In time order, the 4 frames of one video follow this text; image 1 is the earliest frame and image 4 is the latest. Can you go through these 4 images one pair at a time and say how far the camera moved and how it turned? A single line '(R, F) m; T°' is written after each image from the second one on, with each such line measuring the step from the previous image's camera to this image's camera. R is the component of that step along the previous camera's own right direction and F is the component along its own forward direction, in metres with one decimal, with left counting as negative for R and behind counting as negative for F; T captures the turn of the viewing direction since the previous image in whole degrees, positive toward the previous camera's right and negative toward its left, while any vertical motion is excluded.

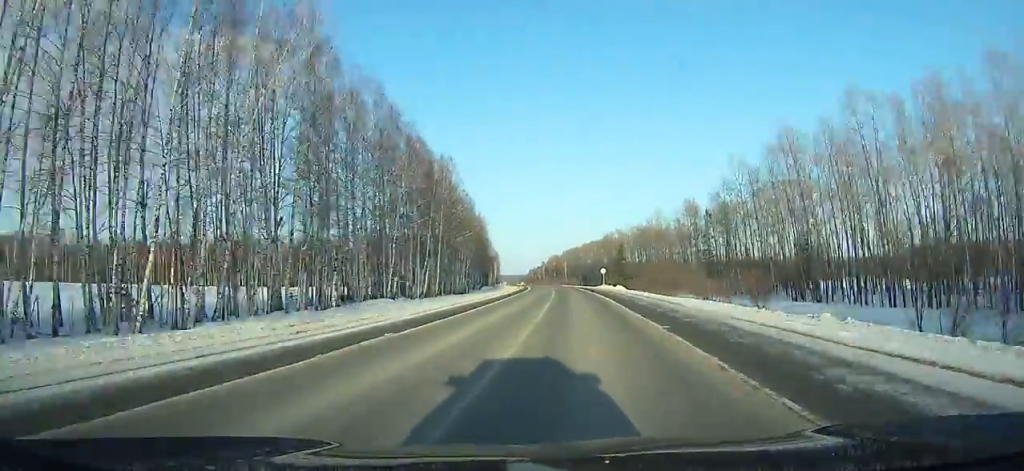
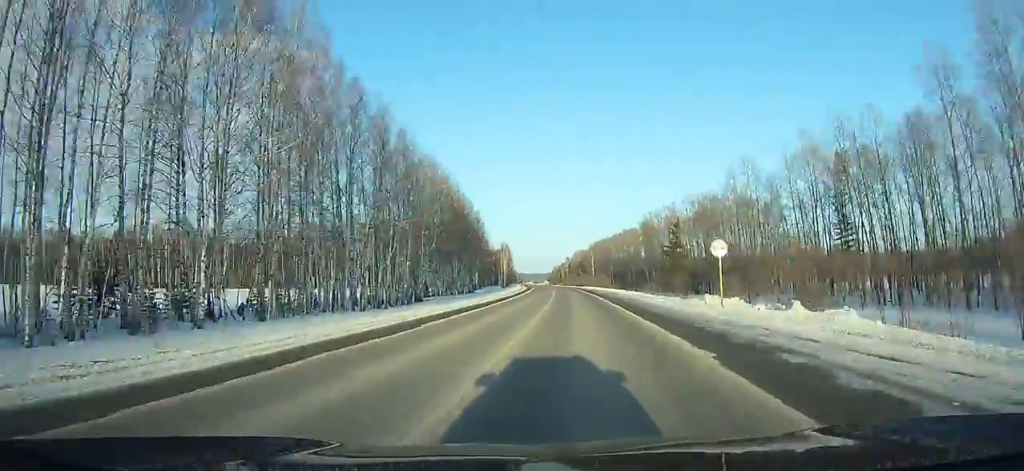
(-1.2, +61.3) m; -3°
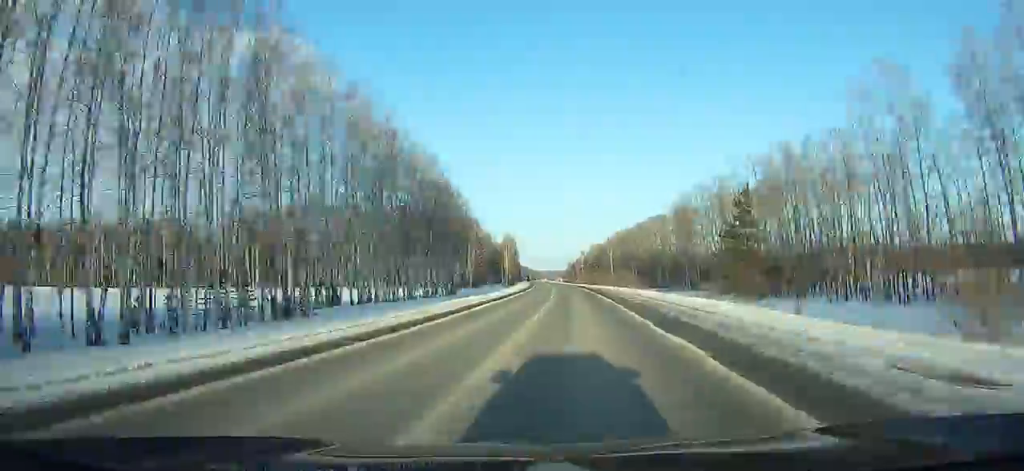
(-0.6, +39.6) m; -2°
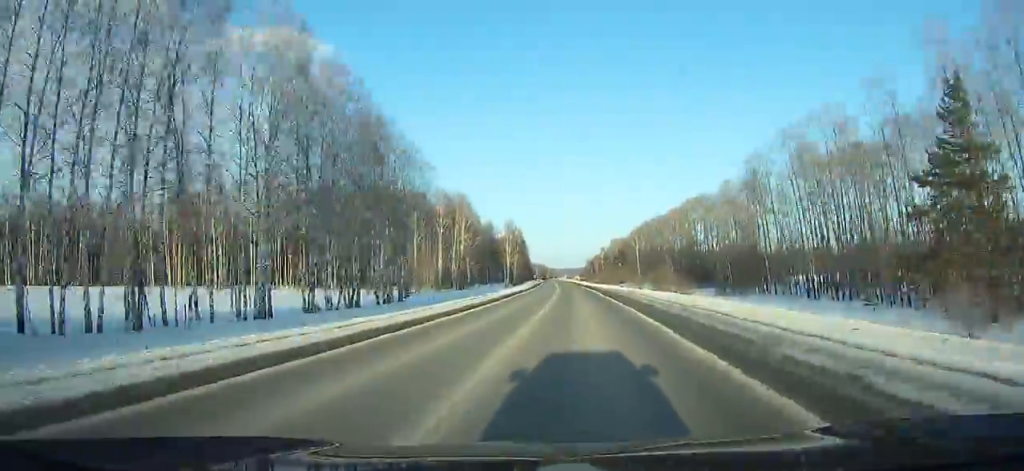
(-0.9, +43.1) m; -2°
